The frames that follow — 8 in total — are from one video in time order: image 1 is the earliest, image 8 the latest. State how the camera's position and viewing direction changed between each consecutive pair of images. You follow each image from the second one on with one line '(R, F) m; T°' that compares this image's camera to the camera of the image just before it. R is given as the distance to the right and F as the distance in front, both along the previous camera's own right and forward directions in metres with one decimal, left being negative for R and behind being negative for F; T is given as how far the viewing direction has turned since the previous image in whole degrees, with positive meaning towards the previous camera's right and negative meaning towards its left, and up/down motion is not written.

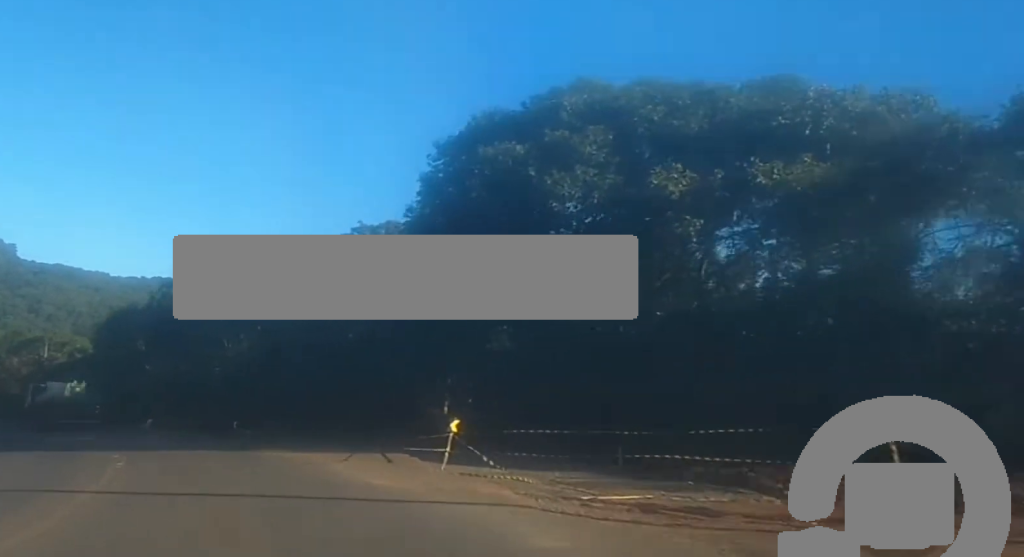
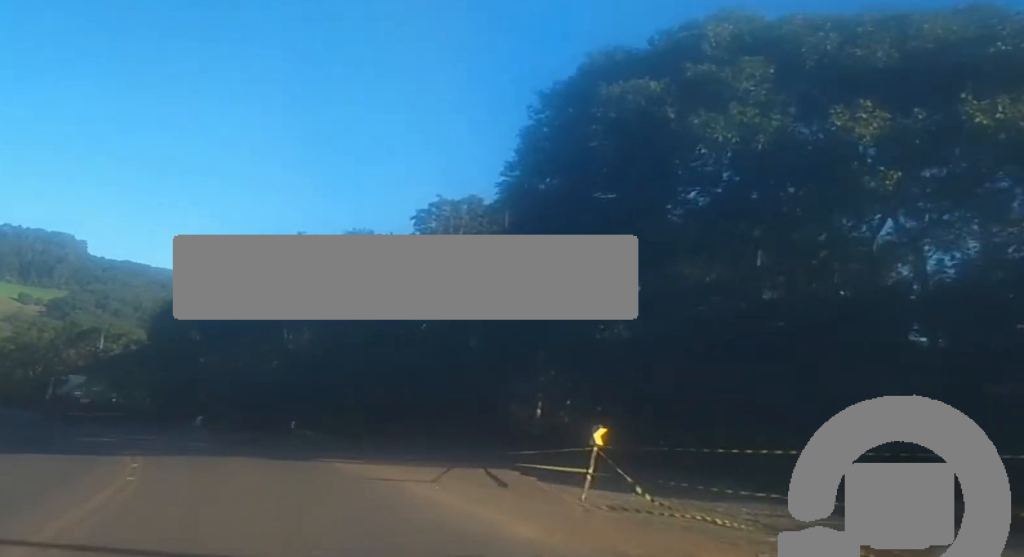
(-0.2, +5.6) m; -3°
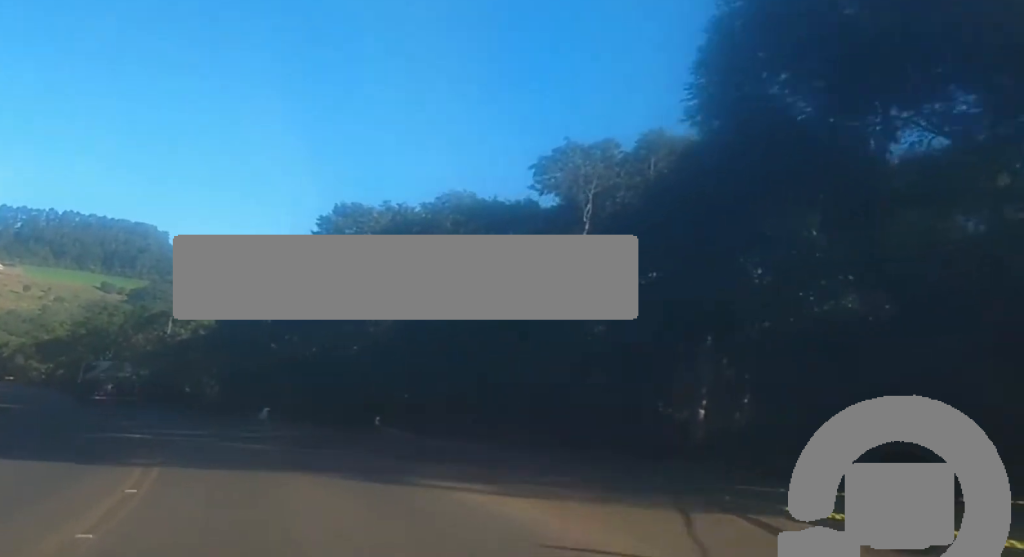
(-0.1, +8.4) m; -4°
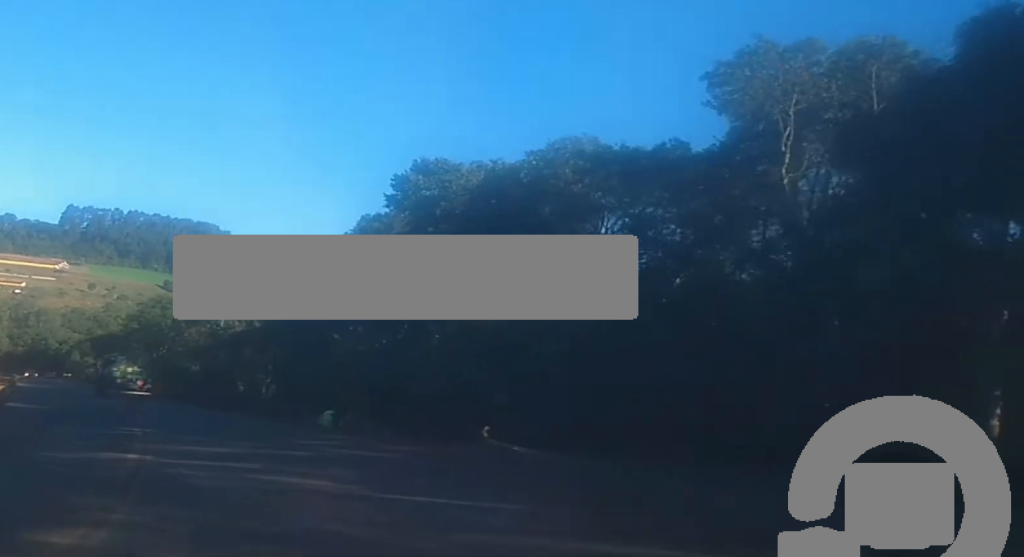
(-0.5, +9.2) m; -3°
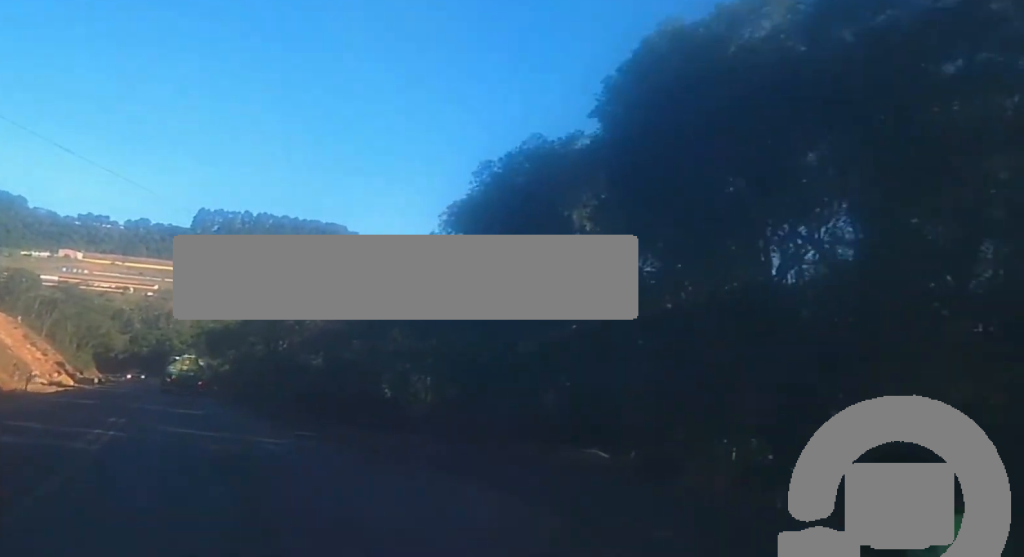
(-1.7, +25.8) m; -7°
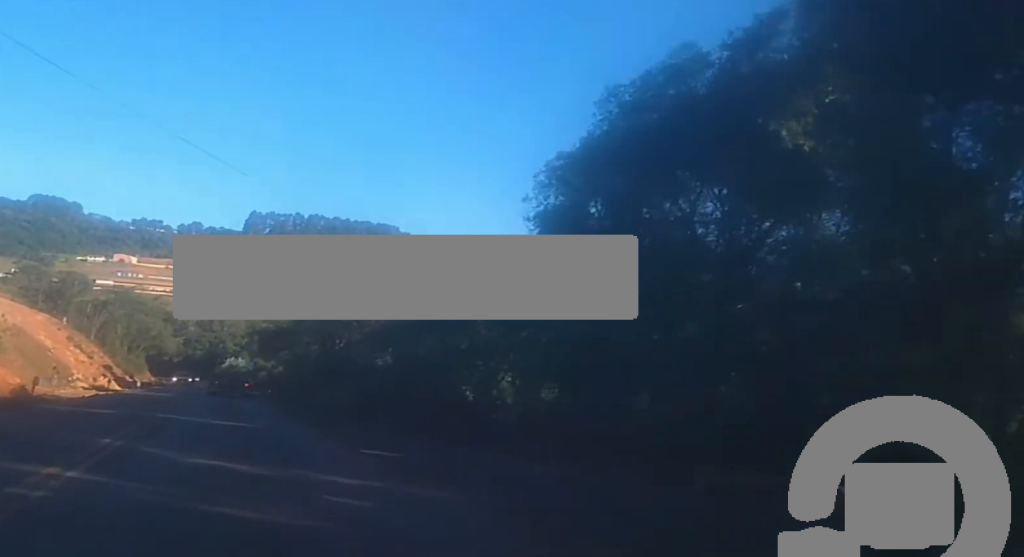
(-0.3, +8.0) m; -2°
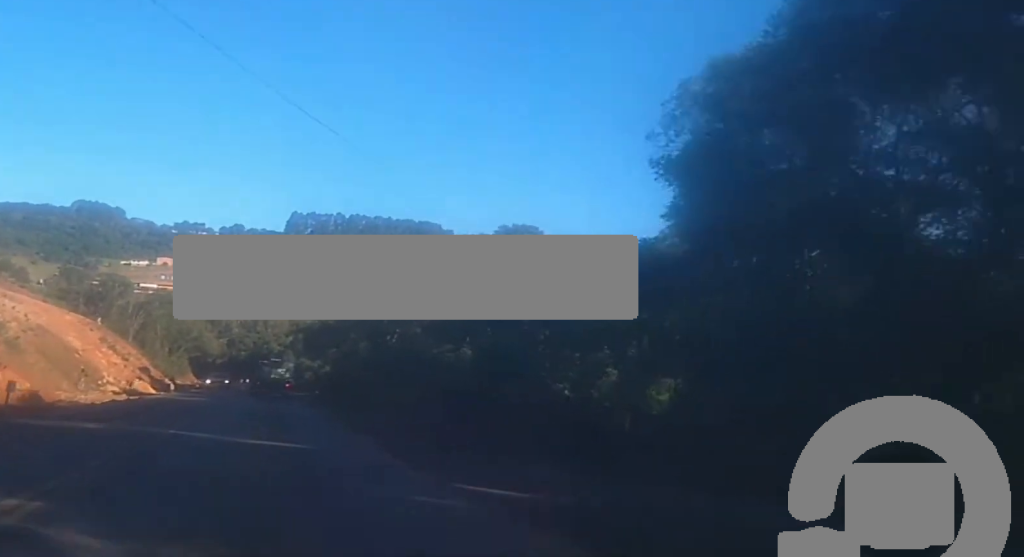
(-0.1, +8.7) m; -1°
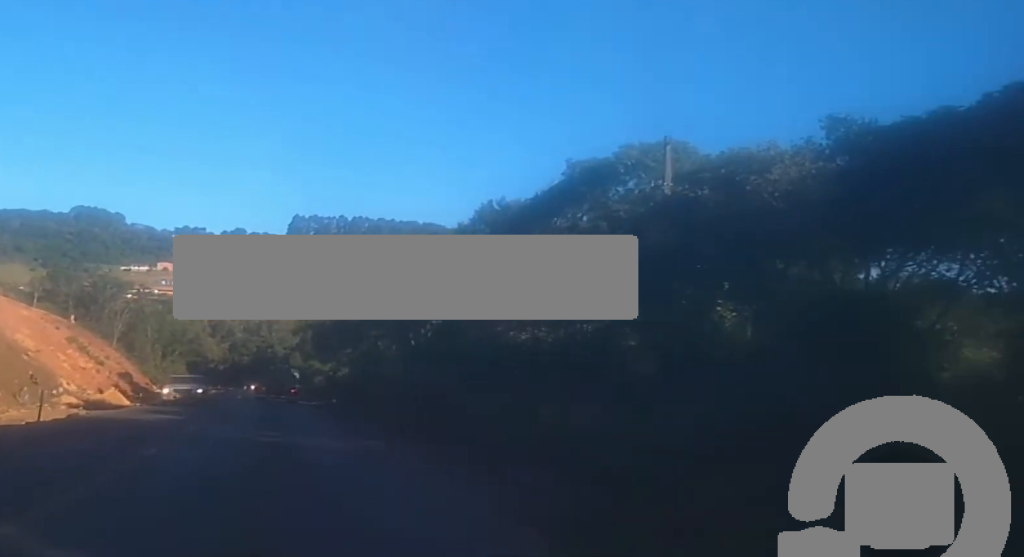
(-0.3, +18.3) m; -3°
